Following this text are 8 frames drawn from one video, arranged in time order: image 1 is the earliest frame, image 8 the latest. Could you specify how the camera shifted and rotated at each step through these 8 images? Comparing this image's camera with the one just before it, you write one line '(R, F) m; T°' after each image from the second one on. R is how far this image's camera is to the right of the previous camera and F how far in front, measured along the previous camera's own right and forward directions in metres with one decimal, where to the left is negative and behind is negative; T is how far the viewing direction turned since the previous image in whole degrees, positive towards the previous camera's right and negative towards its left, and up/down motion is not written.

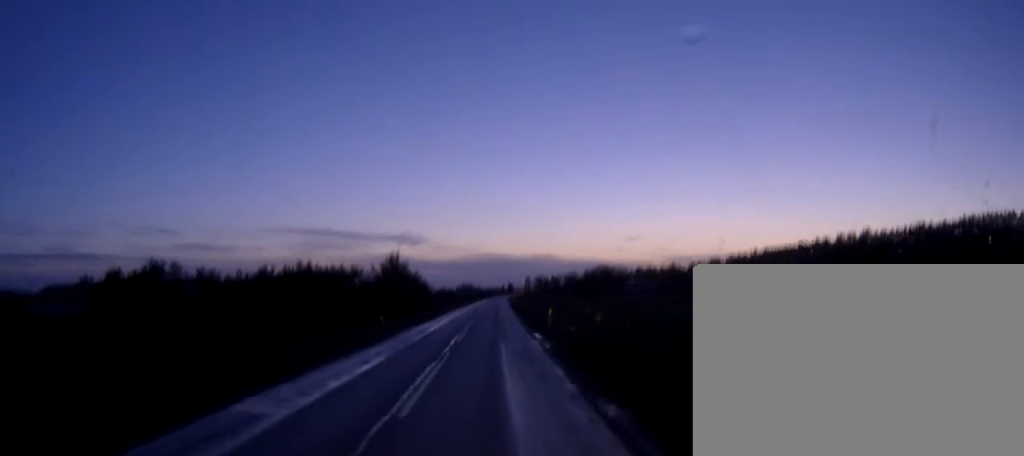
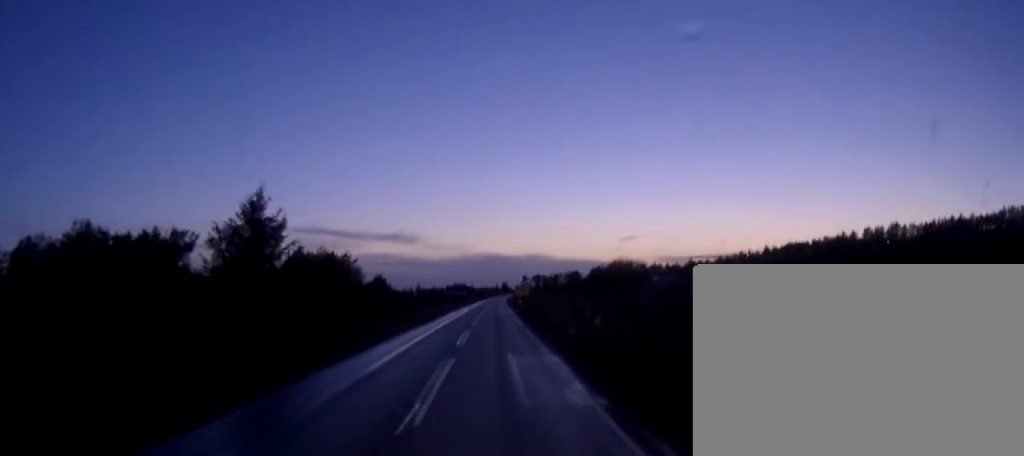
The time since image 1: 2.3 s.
(+0.2, +45.5) m; +1°
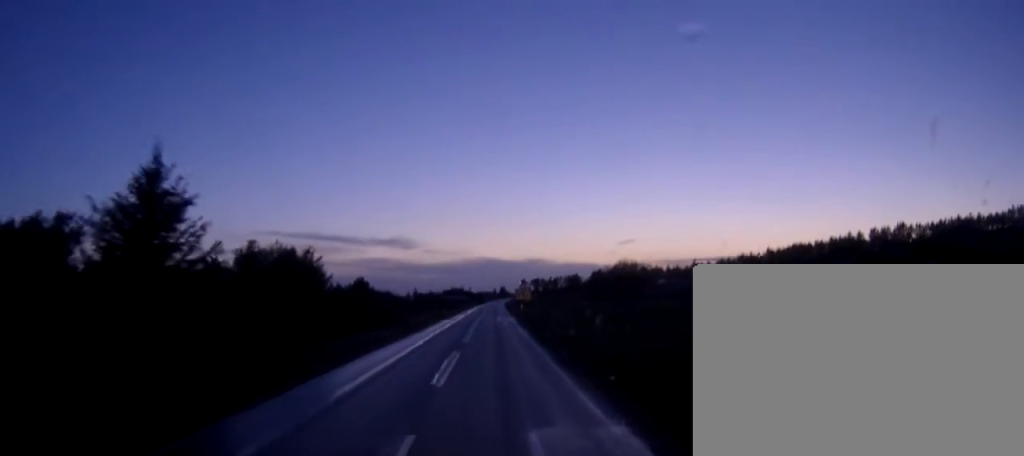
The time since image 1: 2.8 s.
(0.0, +10.6) m; 0°
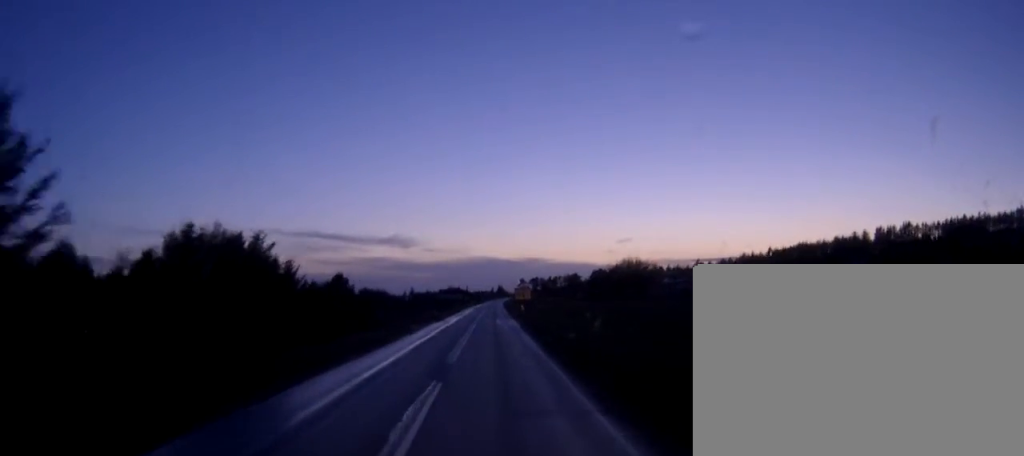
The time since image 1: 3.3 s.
(0.0, +9.3) m; 0°
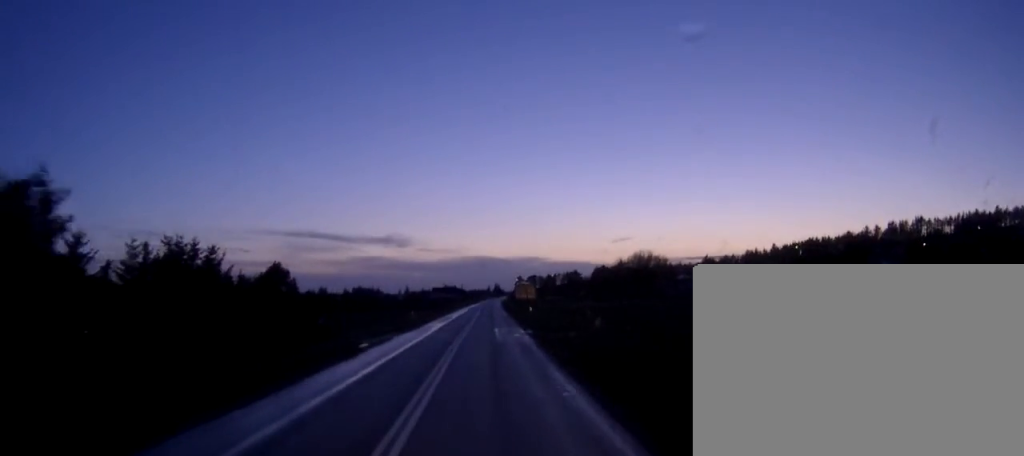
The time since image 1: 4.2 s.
(0.0, +18.1) m; 0°
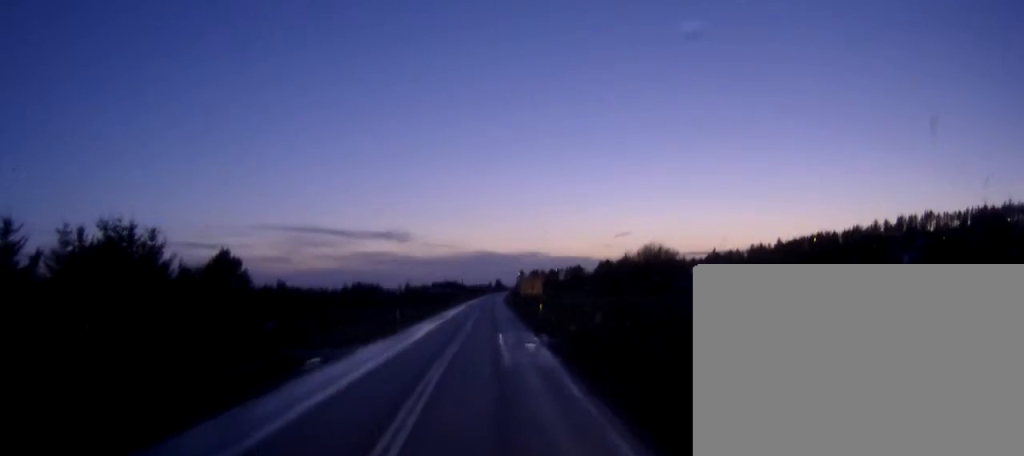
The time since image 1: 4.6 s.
(0.0, +9.4) m; 0°
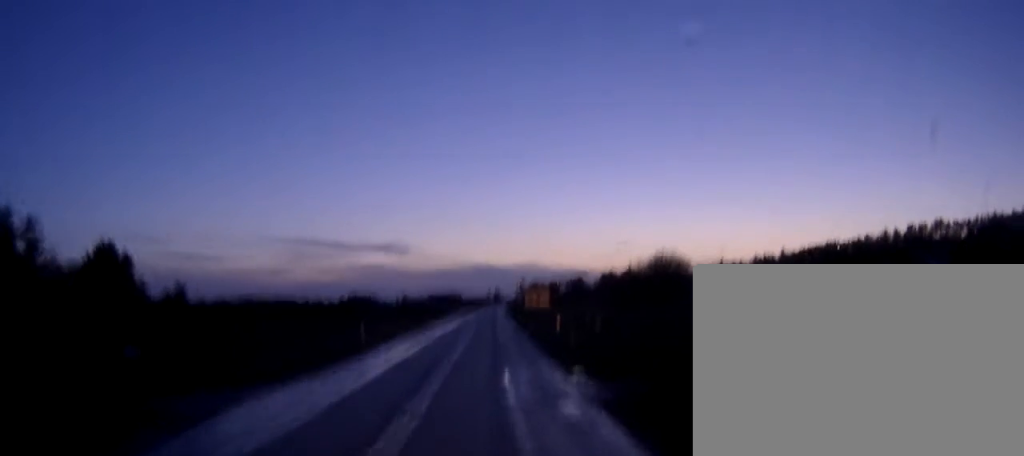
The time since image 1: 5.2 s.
(0.0, +12.0) m; 0°
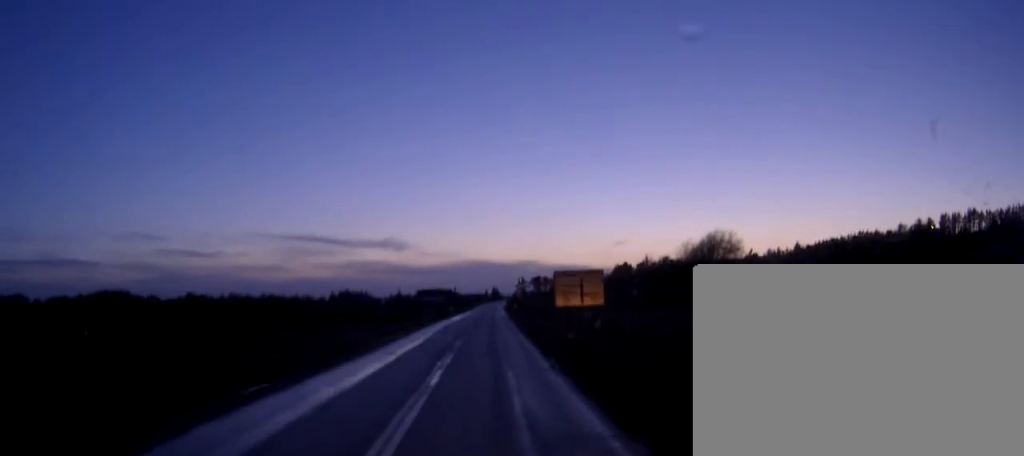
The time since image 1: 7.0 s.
(+0.2, +35.1) m; 0°
